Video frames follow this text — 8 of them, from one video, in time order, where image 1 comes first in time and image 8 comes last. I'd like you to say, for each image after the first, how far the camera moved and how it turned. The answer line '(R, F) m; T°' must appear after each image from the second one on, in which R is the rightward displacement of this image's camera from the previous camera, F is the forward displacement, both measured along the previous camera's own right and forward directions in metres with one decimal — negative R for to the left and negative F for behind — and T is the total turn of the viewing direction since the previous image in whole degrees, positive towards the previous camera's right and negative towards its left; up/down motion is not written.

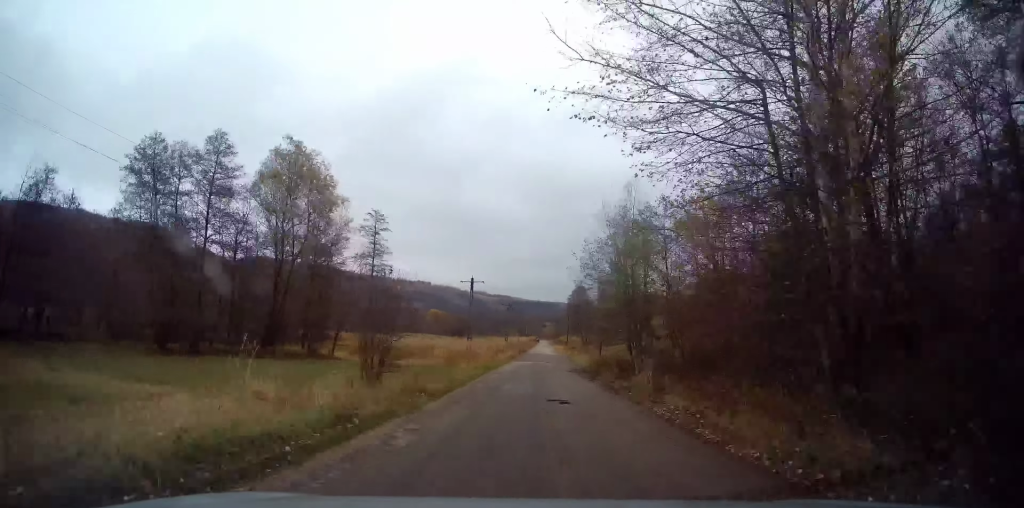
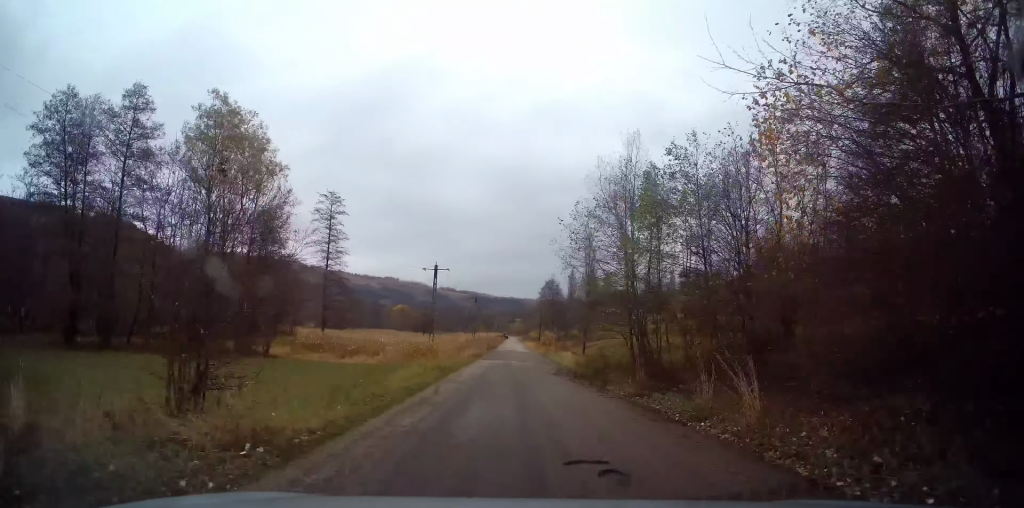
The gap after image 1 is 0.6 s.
(+0.3, +7.9) m; +3°
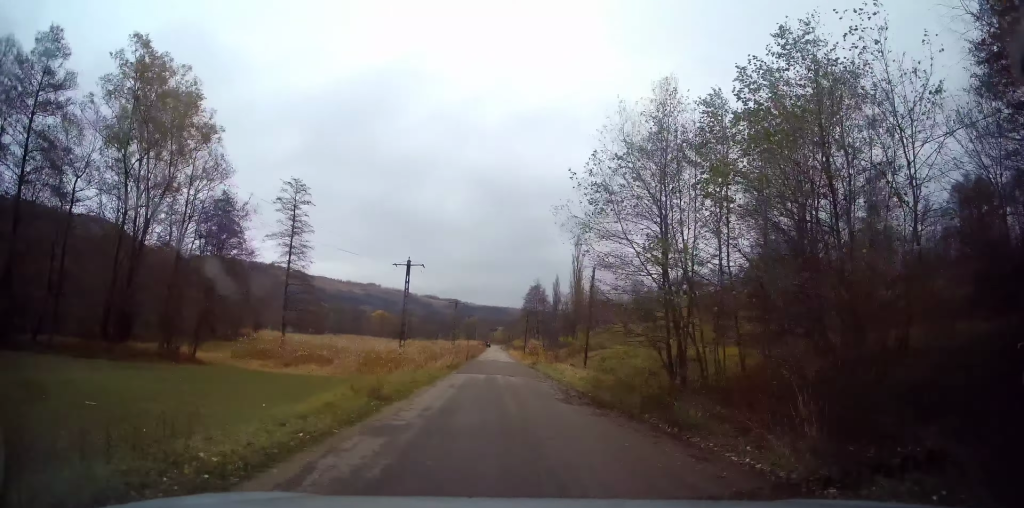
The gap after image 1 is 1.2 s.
(+0.3, +8.5) m; +1°
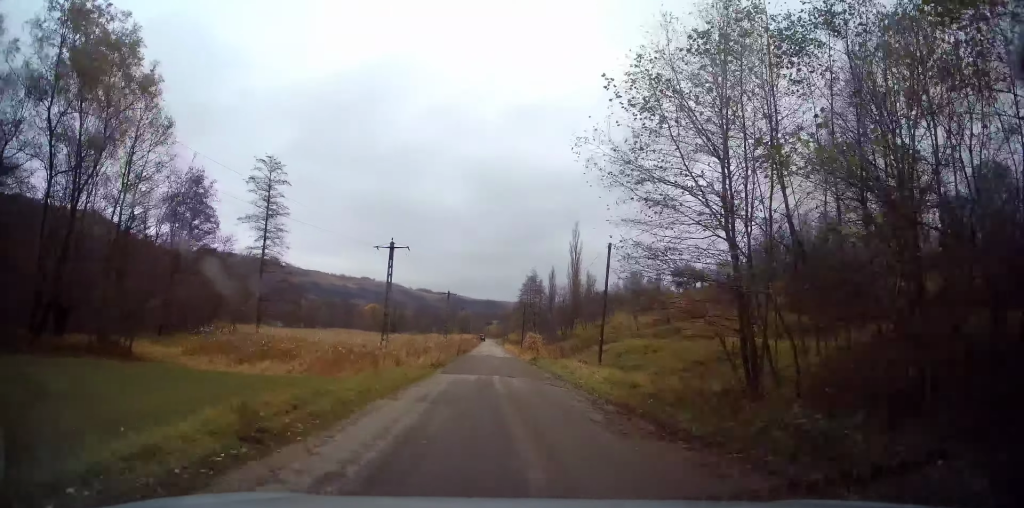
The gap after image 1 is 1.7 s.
(0.0, +6.4) m; +1°
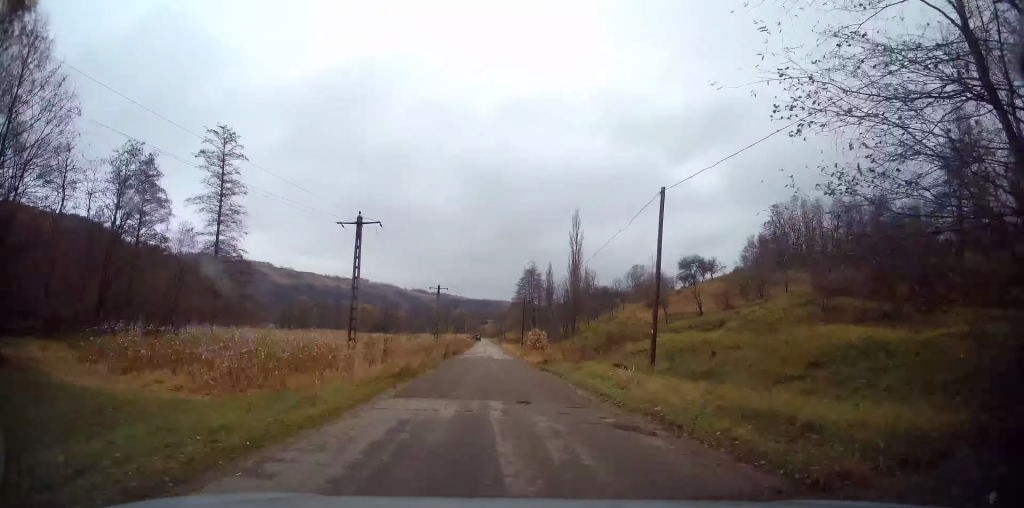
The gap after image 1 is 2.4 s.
(-0.1, +10.1) m; +1°
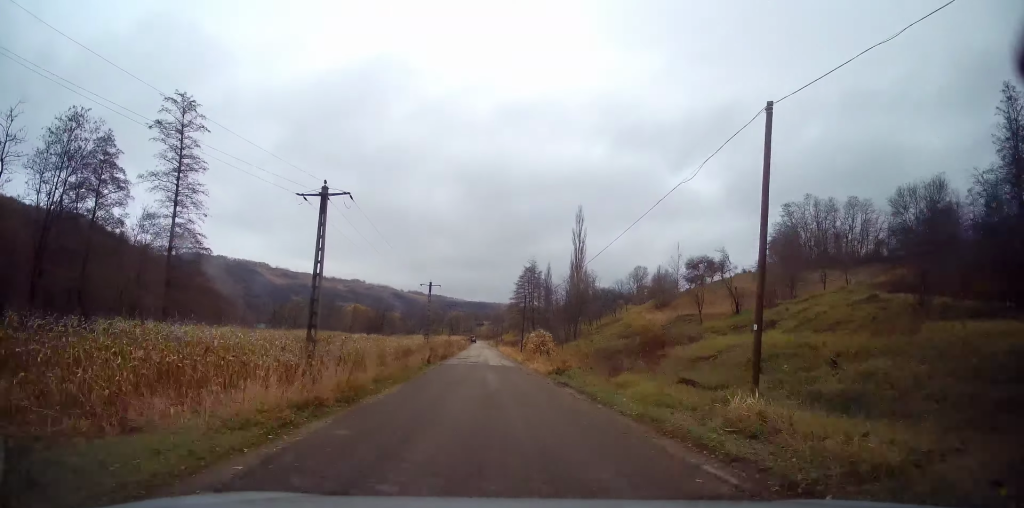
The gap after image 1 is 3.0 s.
(+0.3, +7.9) m; 0°
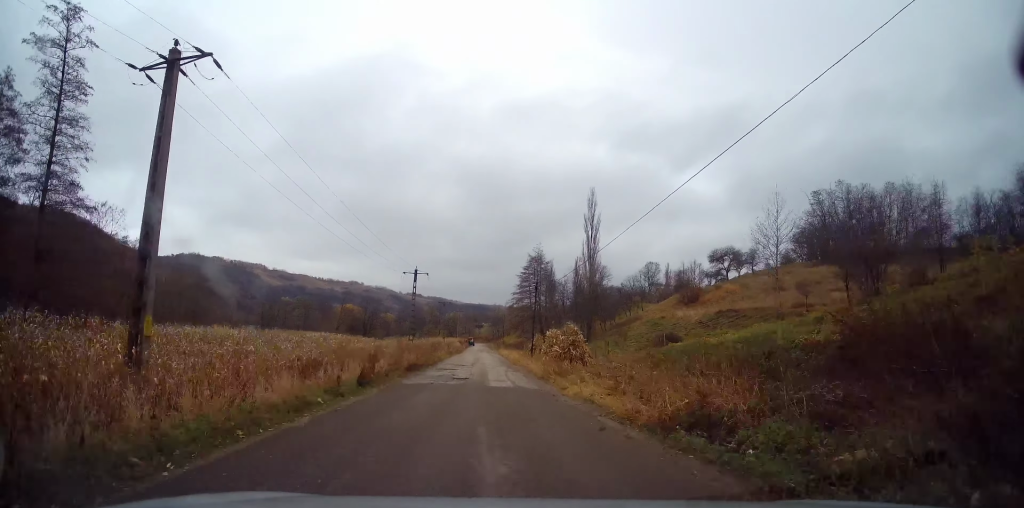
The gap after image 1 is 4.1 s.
(-0.3, +15.6) m; -1°
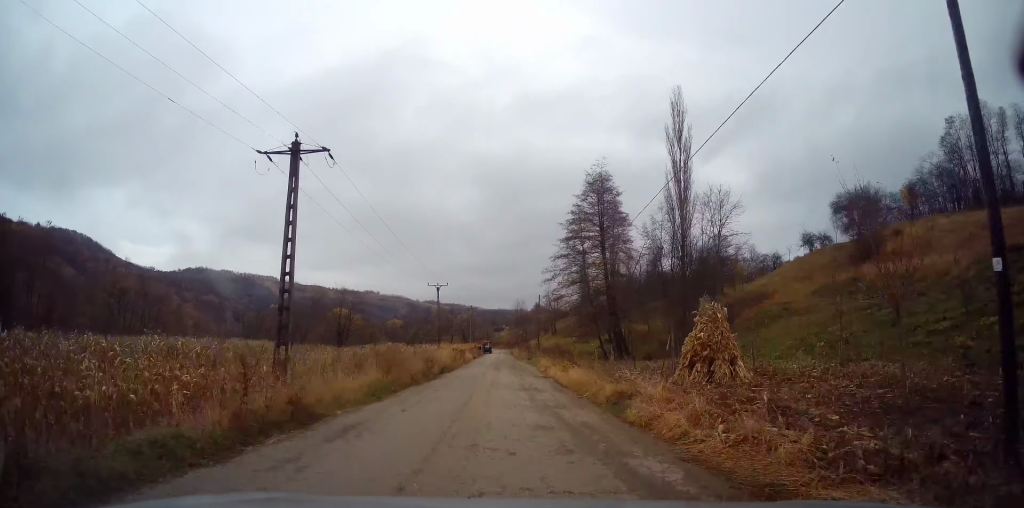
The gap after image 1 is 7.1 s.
(+0.7, +44.4) m; -1°
